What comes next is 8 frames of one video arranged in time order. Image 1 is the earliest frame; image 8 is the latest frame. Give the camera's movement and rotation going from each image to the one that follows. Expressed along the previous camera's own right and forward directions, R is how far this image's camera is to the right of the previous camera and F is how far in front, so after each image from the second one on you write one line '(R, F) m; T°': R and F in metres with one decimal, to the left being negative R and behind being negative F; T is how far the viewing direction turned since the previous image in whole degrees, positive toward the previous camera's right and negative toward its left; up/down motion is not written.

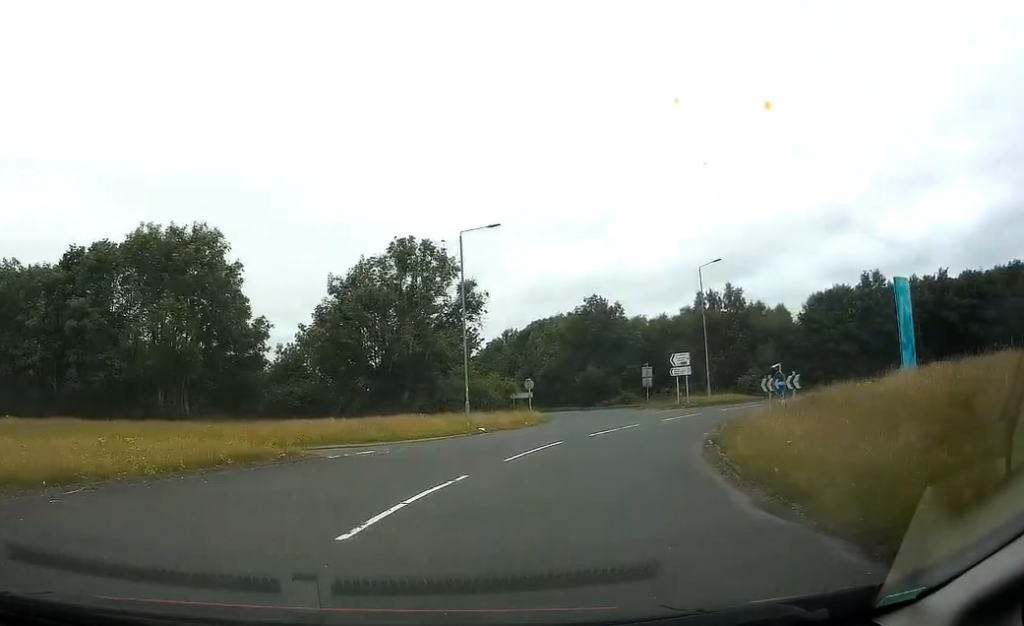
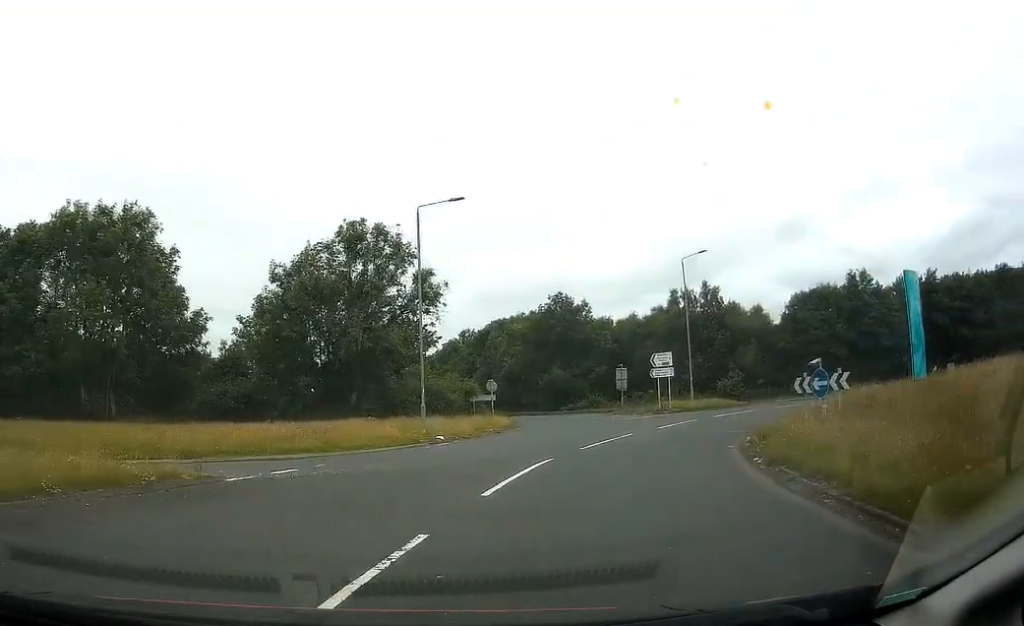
(+0.2, +5.3) m; +4°
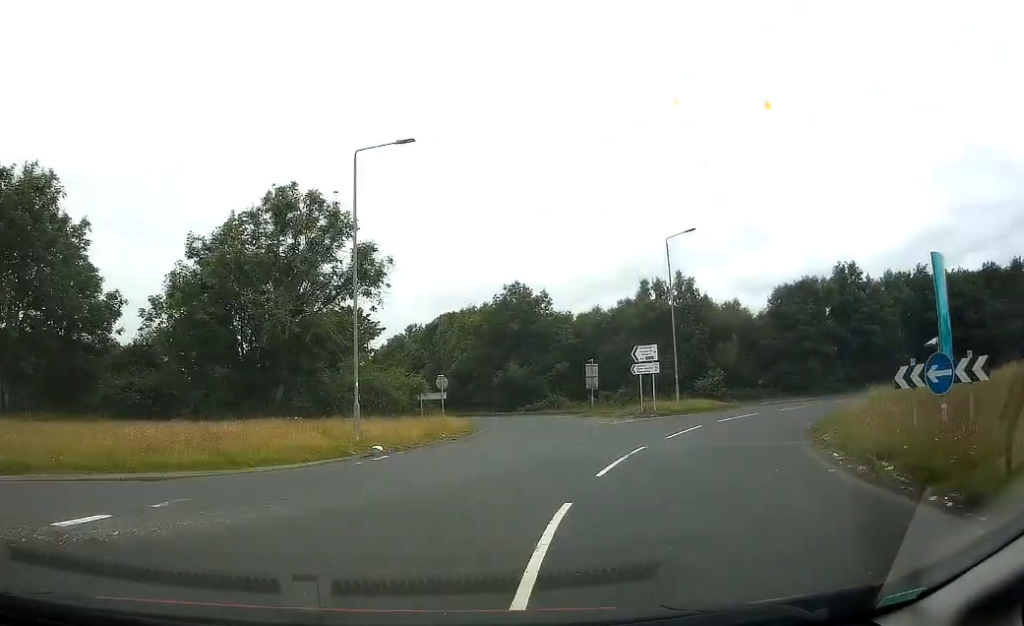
(+0.1, +6.7) m; +4°
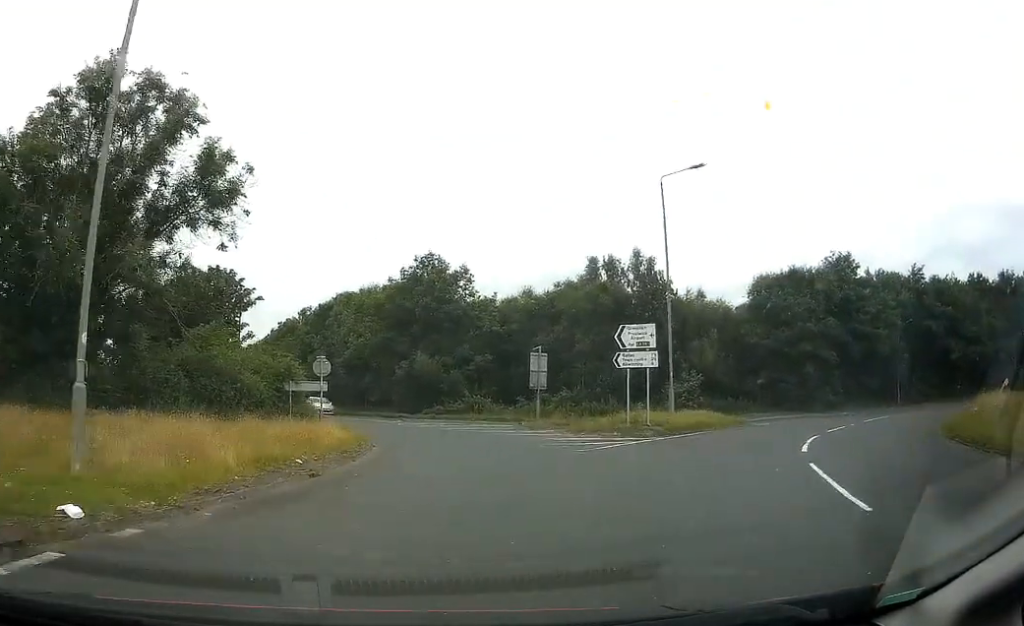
(+1.2, +14.0) m; +7°
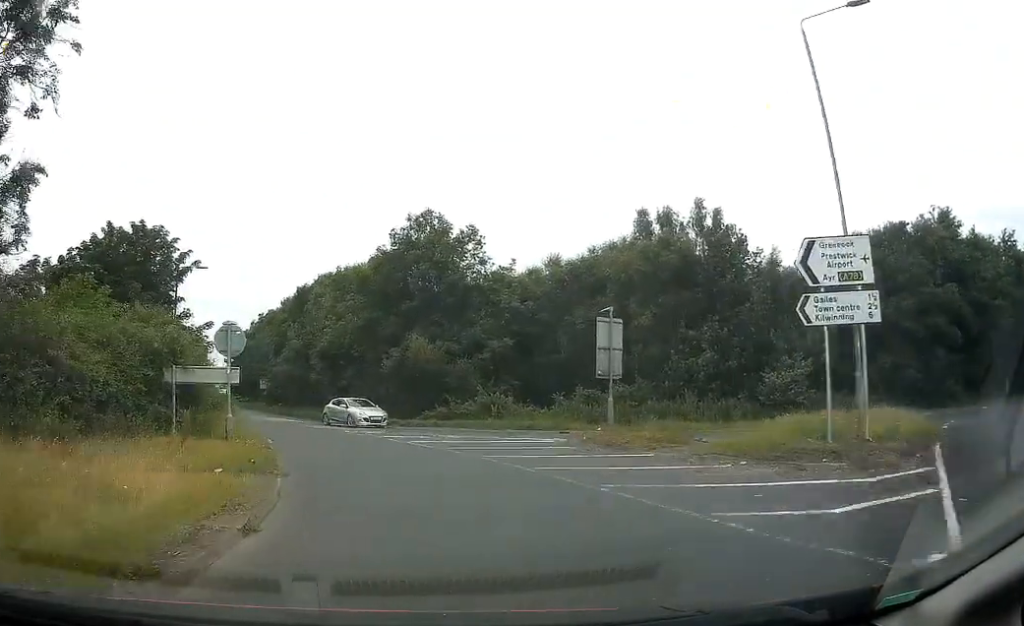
(+0.4, +13.8) m; 0°
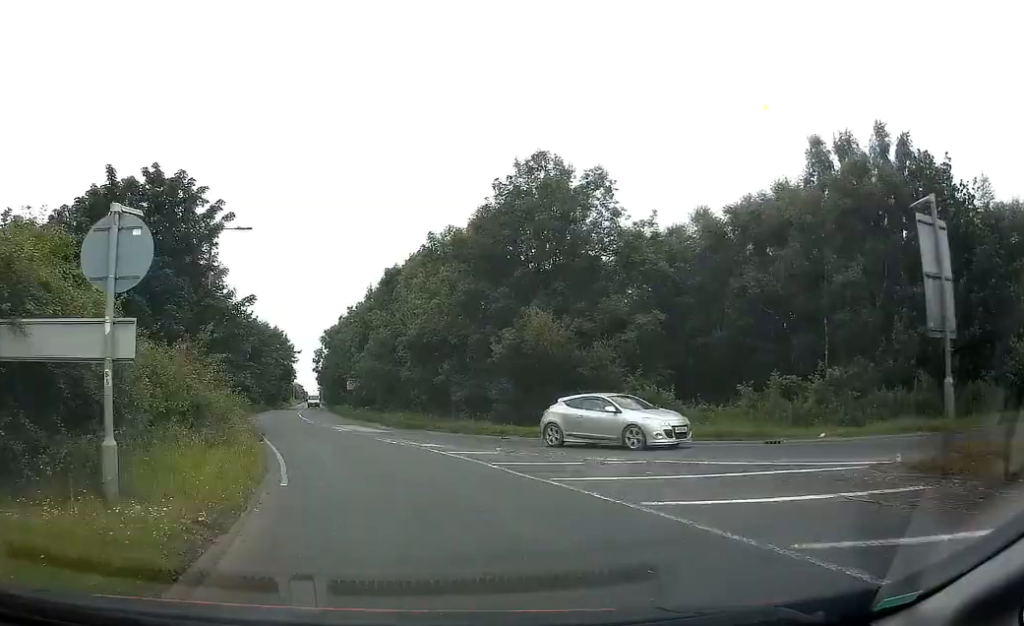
(-0.3, +10.3) m; -5°
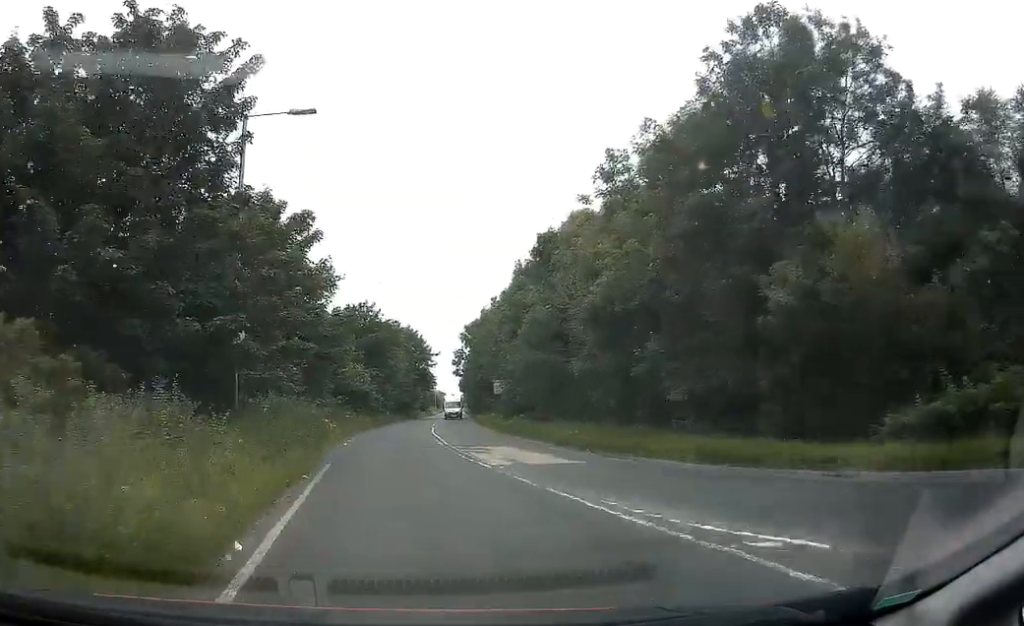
(-1.0, +13.9) m; -9°
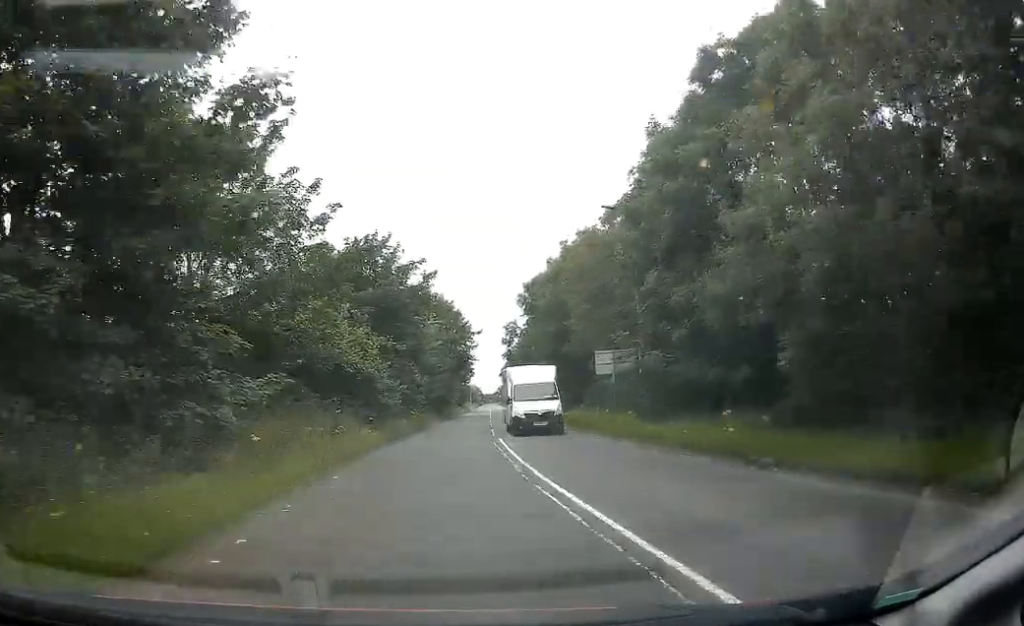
(-1.8, +23.5) m; -5°
